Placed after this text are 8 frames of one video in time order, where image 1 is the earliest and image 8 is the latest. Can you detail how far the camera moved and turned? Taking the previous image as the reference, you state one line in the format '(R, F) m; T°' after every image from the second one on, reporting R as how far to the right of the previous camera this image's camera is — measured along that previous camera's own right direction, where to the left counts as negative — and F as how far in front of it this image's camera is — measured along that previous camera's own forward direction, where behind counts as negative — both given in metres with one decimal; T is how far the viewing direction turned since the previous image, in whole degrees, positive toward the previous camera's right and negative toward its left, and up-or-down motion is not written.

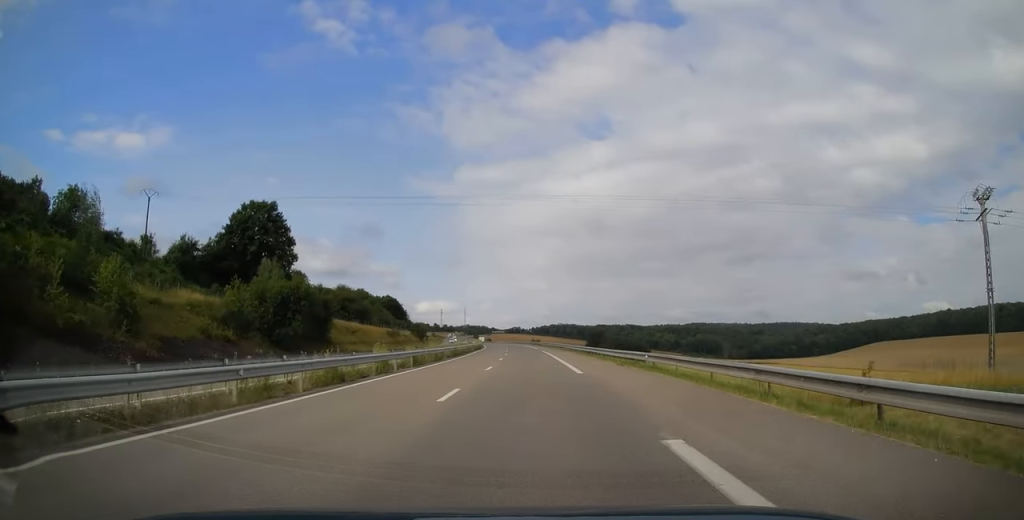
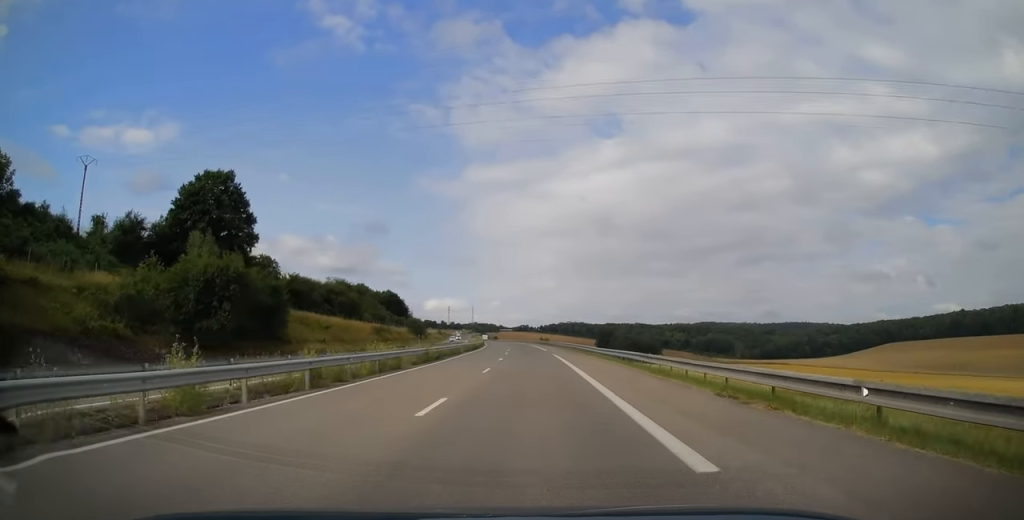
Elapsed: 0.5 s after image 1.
(0.0, +15.7) m; -1°
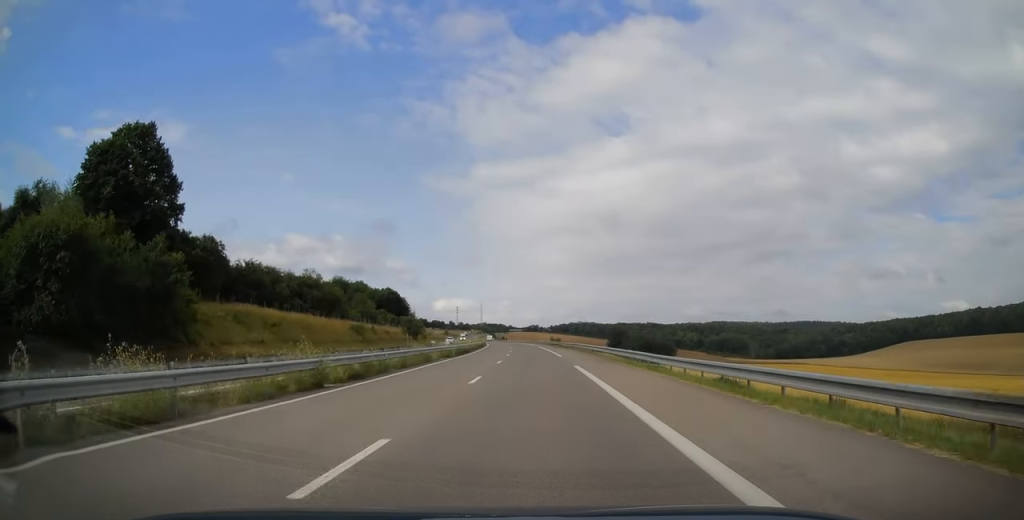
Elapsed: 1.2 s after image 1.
(-0.3, +19.2) m; -1°
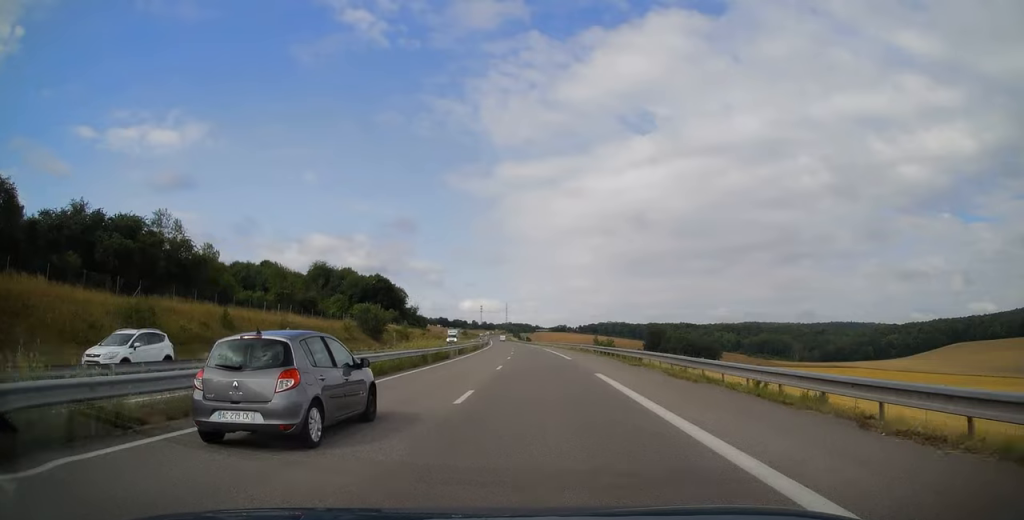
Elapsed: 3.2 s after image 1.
(-1.1, +59.1) m; -2°
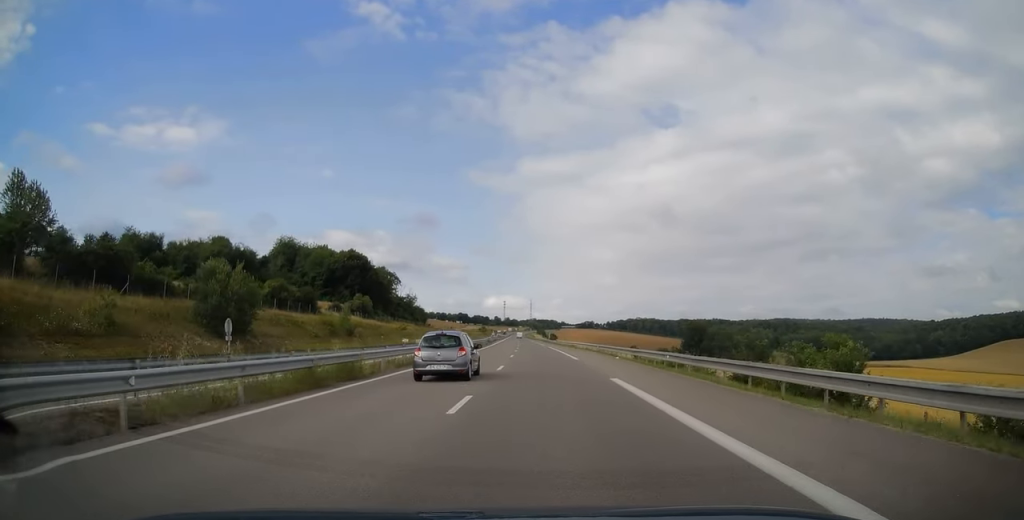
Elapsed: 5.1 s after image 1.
(-1.0, +55.5) m; -2°
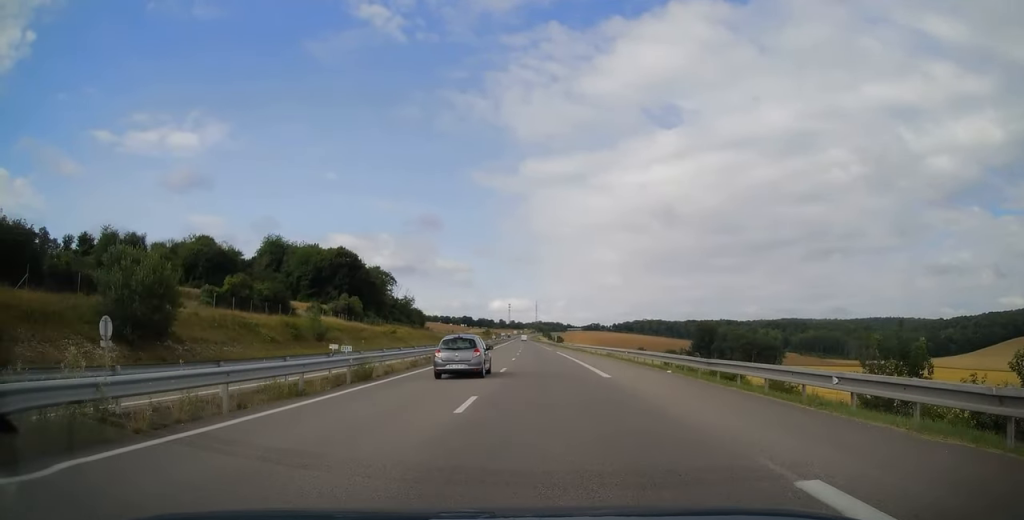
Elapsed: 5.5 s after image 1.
(-0.1, +12.8) m; 0°
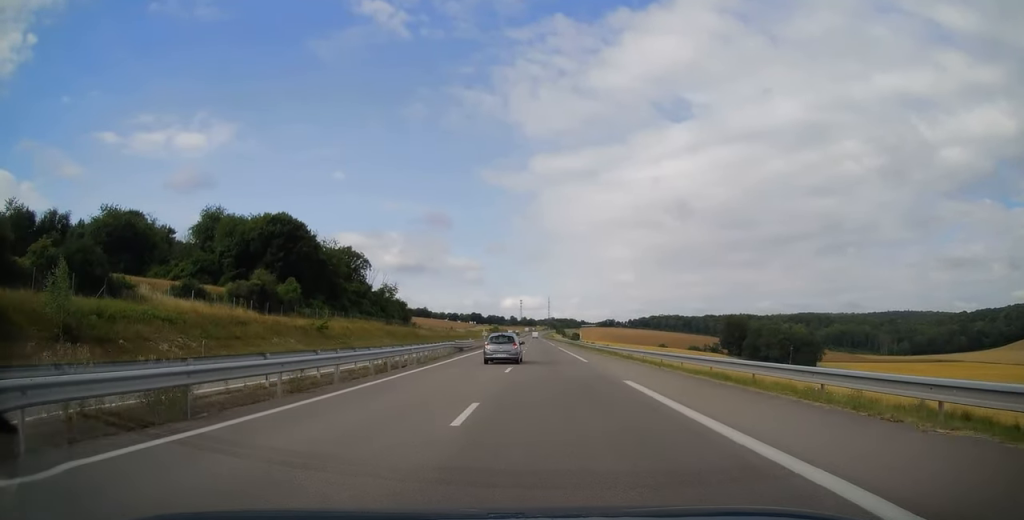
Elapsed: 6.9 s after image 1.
(-0.1, +41.8) m; 0°
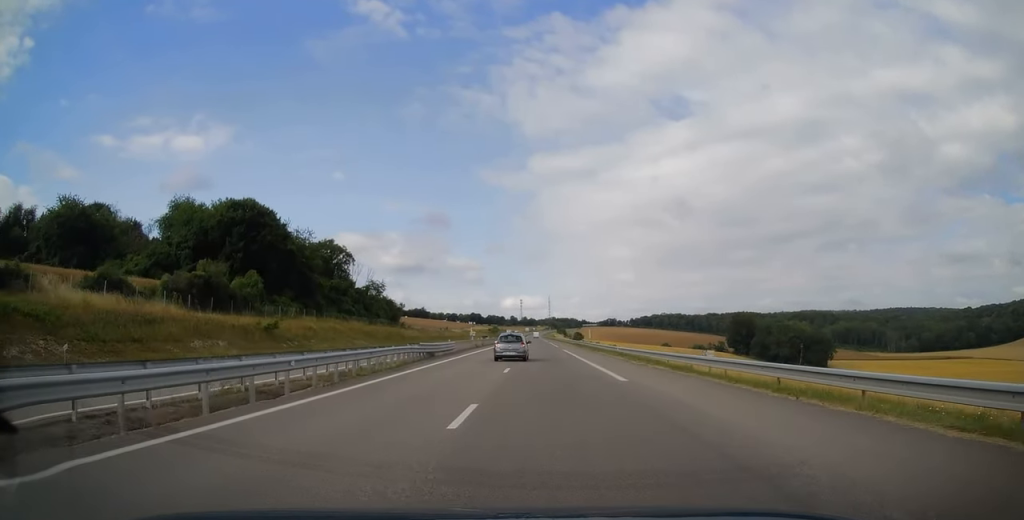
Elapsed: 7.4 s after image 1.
(0.0, +13.8) m; 0°
